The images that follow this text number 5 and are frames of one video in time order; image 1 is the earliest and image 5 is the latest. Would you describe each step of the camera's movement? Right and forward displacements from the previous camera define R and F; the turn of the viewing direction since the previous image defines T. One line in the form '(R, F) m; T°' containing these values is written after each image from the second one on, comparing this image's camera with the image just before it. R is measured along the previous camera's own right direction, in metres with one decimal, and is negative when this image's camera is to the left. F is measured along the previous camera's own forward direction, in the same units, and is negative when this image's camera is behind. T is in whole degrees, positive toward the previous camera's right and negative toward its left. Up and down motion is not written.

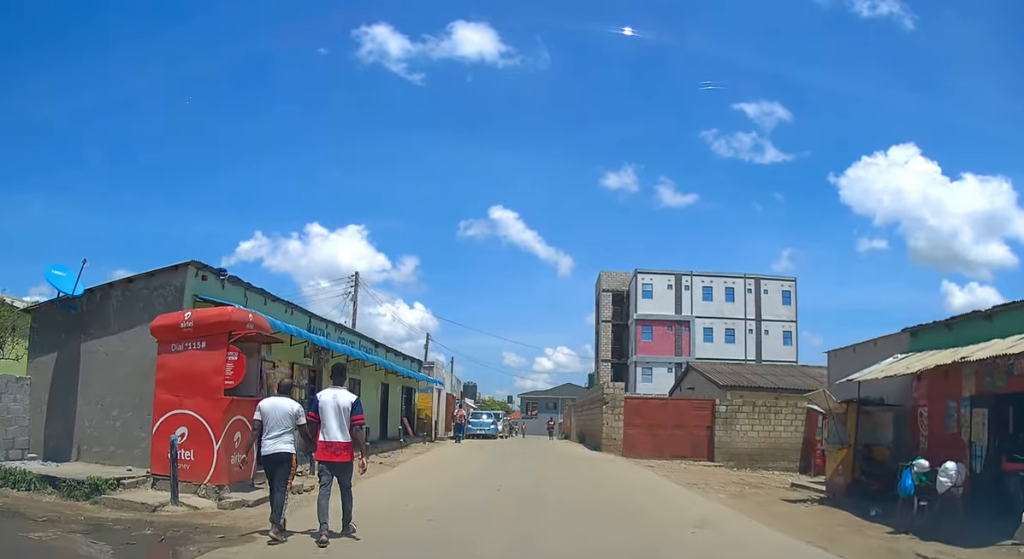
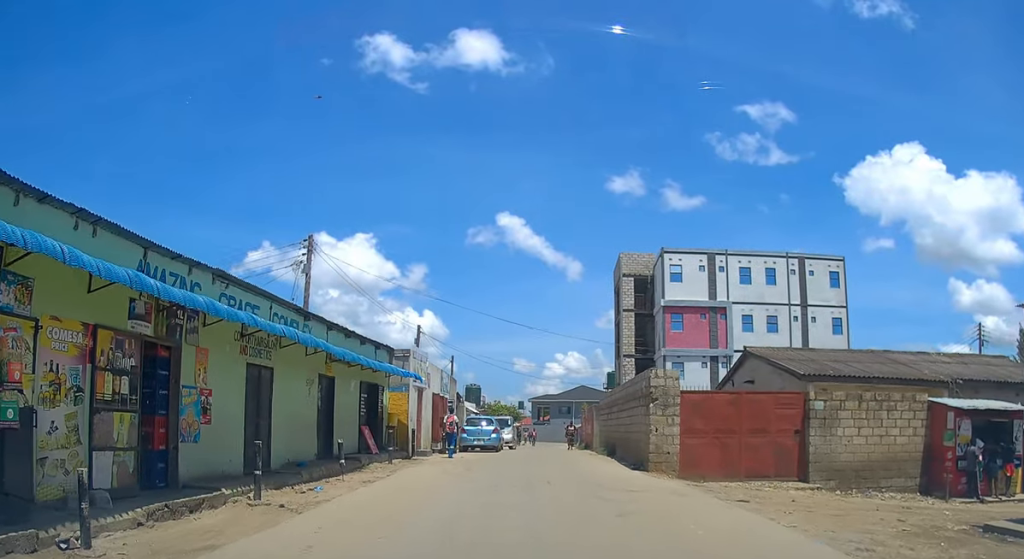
(+0.1, +8.0) m; -2°
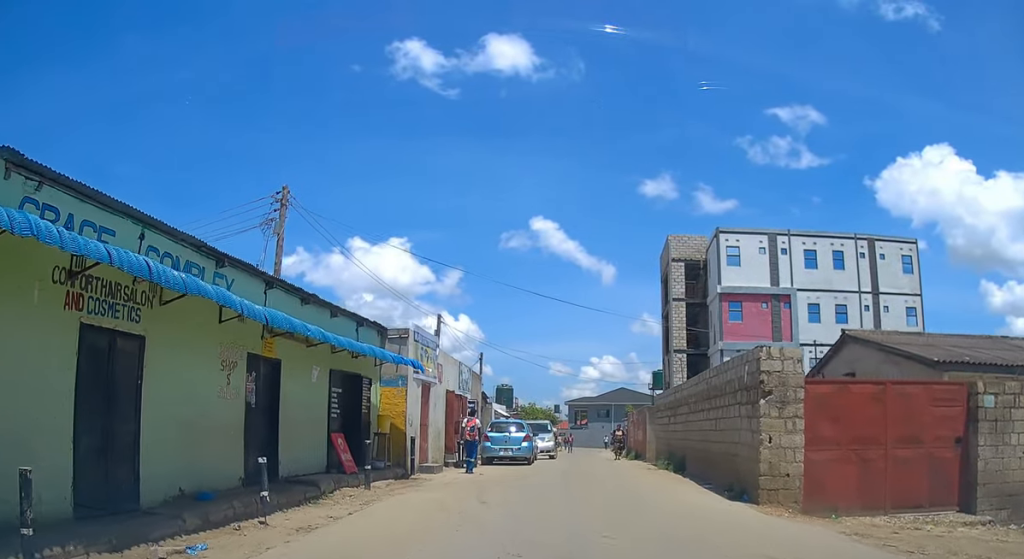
(-0.2, +6.0) m; -3°
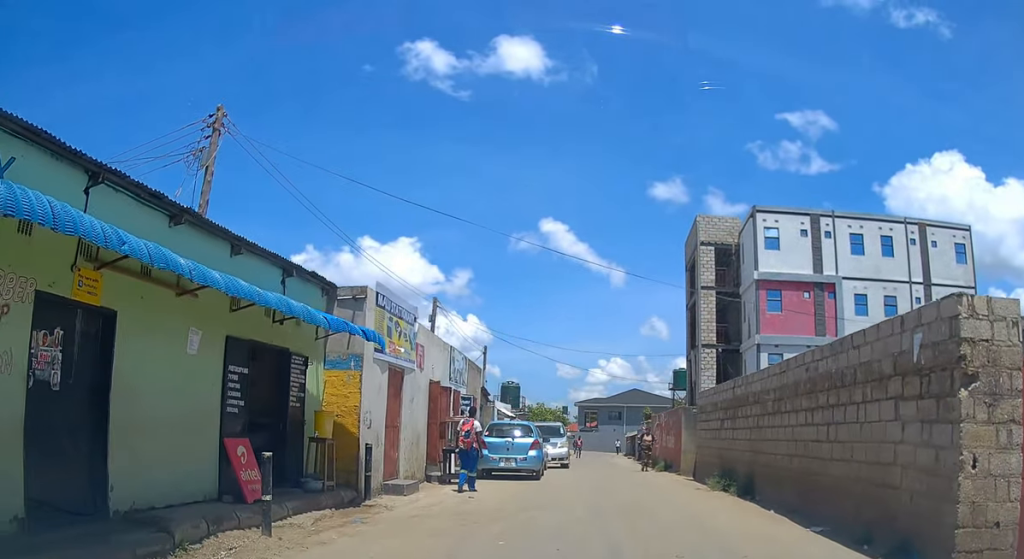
(0.0, +5.3) m; +2°
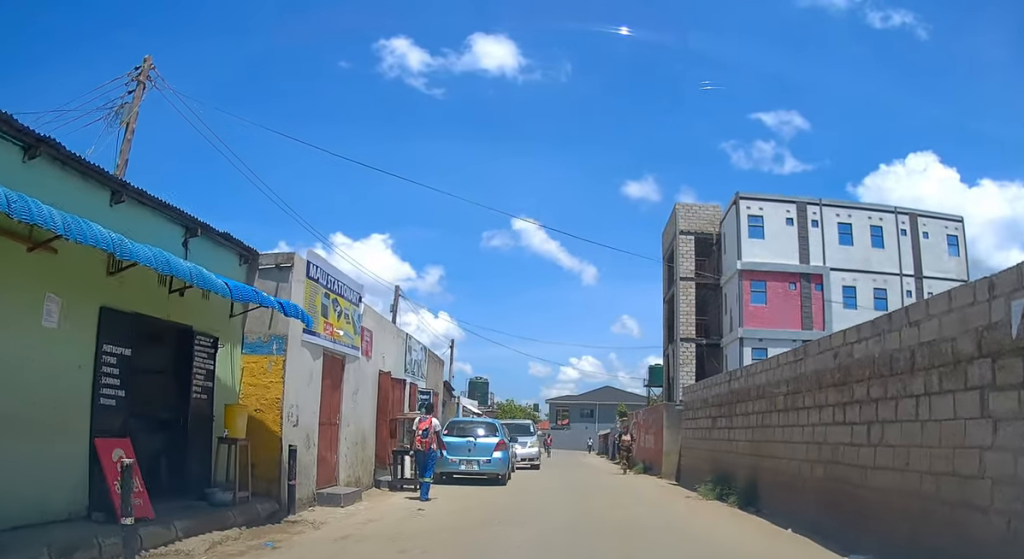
(+0.1, +2.1) m; +2°
